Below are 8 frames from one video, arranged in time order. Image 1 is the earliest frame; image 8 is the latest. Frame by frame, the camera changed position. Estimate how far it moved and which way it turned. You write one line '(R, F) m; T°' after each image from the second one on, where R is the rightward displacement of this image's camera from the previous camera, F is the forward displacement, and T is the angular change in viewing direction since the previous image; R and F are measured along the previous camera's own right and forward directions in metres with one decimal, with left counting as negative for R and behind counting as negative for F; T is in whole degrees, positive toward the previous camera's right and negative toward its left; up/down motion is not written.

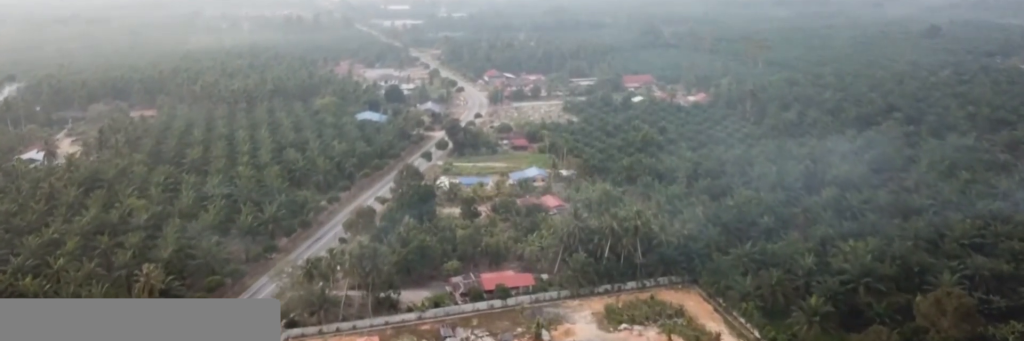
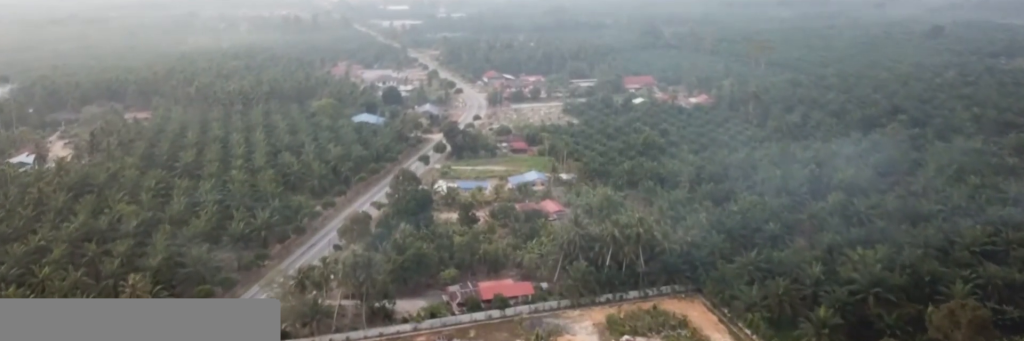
(0.0, +6.1) m; 0°
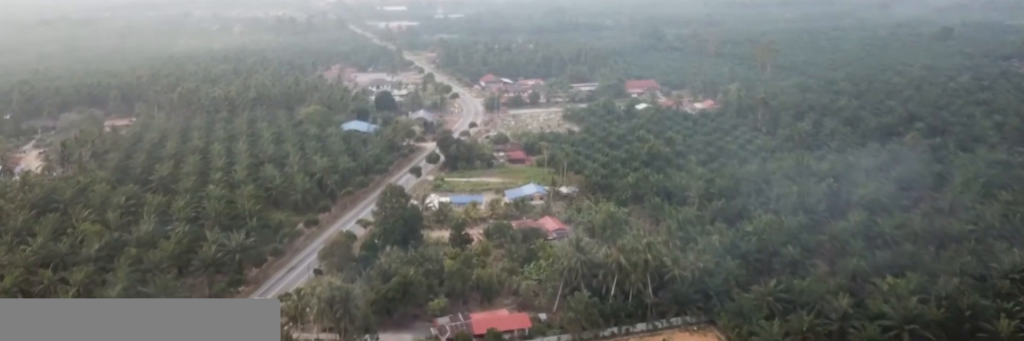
(0.0, +18.8) m; 0°
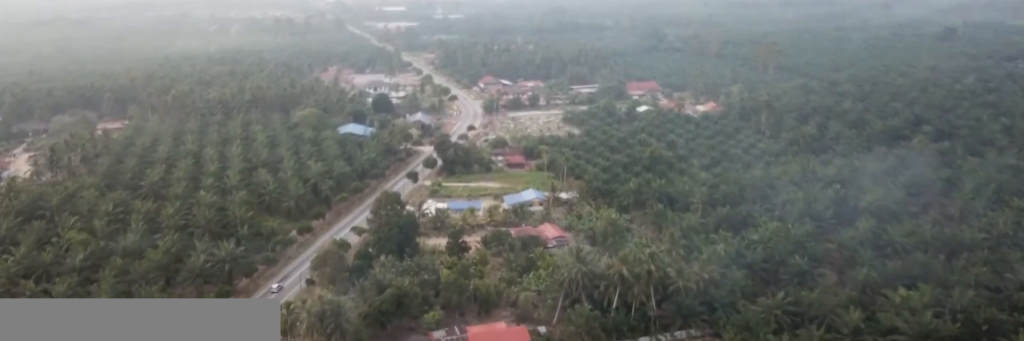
(0.0, +6.7) m; 0°
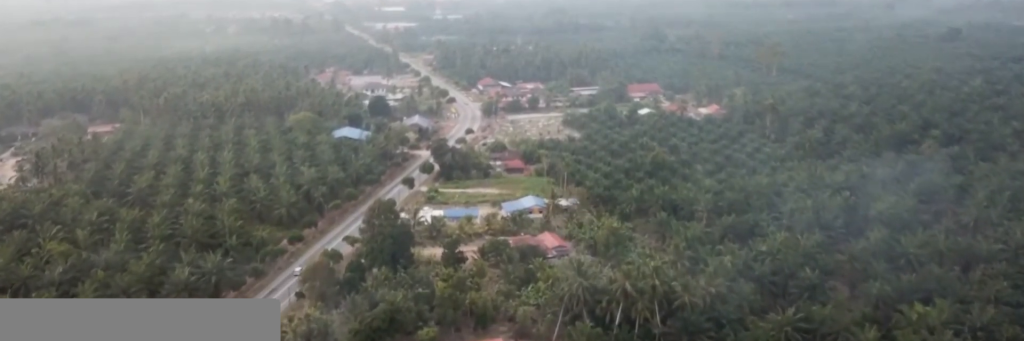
(0.0, +8.7) m; 0°
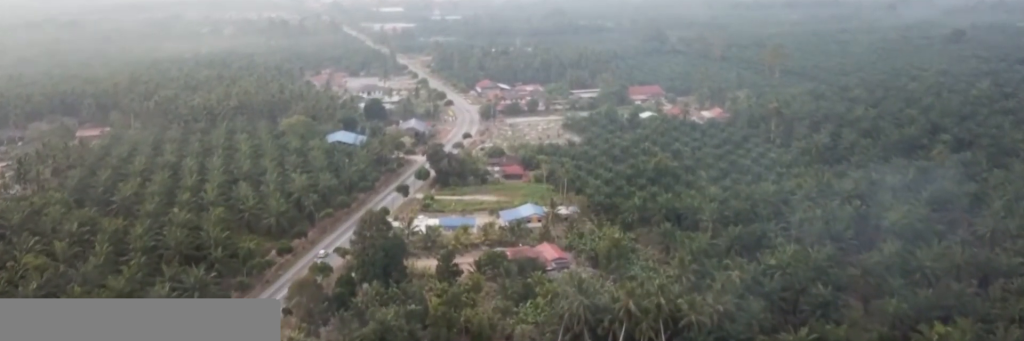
(0.0, +9.7) m; 0°
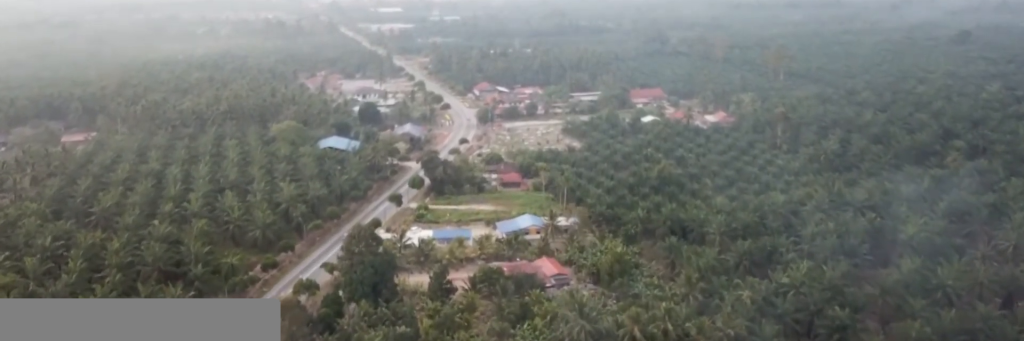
(0.0, +11.3) m; 0°
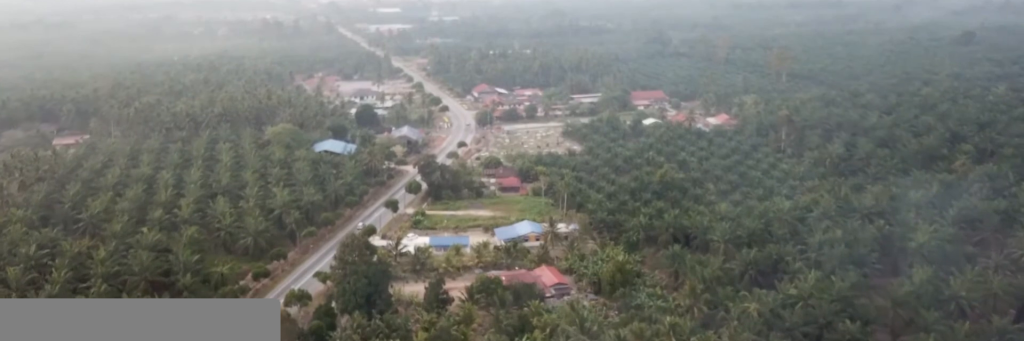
(0.0, +6.3) m; 0°
